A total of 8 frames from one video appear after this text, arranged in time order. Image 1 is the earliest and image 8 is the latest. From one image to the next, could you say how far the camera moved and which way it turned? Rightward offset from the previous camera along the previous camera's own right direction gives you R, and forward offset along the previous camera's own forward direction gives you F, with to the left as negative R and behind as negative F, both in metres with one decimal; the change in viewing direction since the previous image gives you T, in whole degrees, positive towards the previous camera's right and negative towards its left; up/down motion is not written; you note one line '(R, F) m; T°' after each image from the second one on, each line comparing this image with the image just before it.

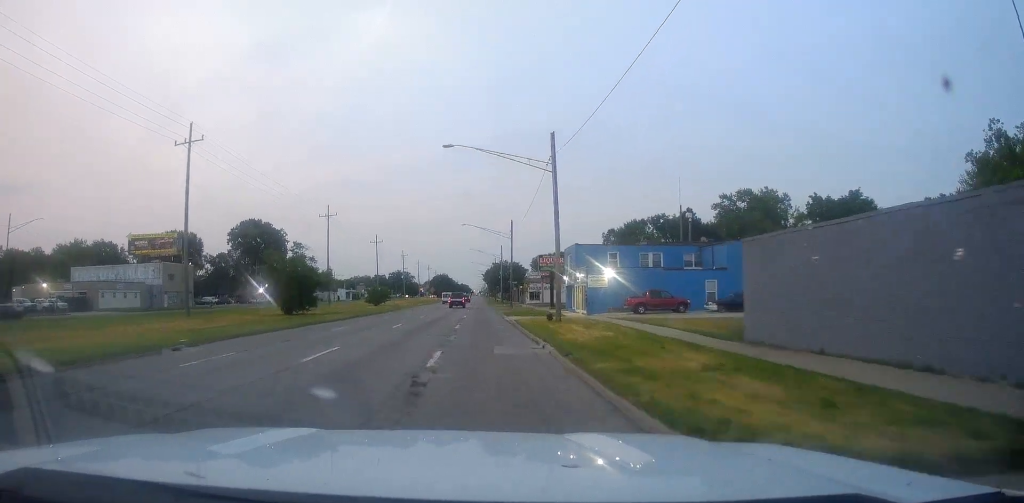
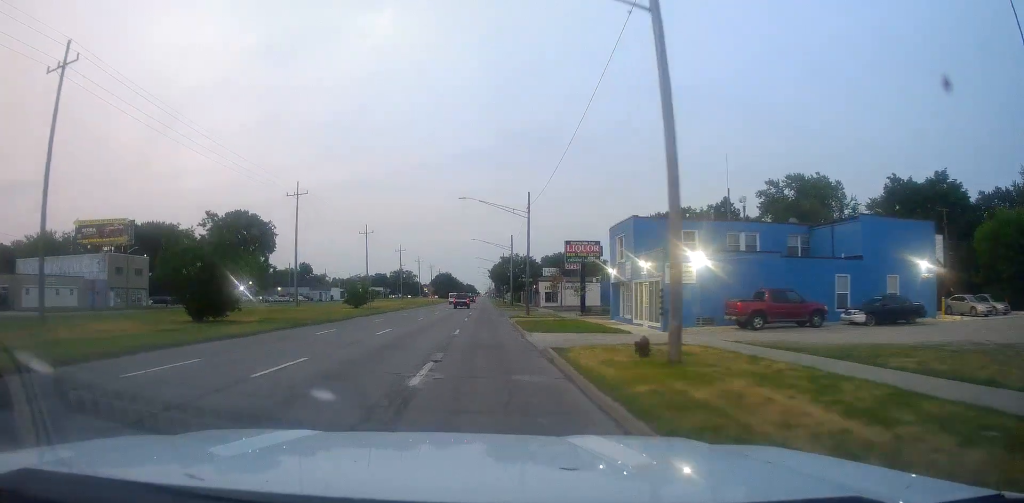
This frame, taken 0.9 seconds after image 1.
(-0.2, +18.7) m; -1°
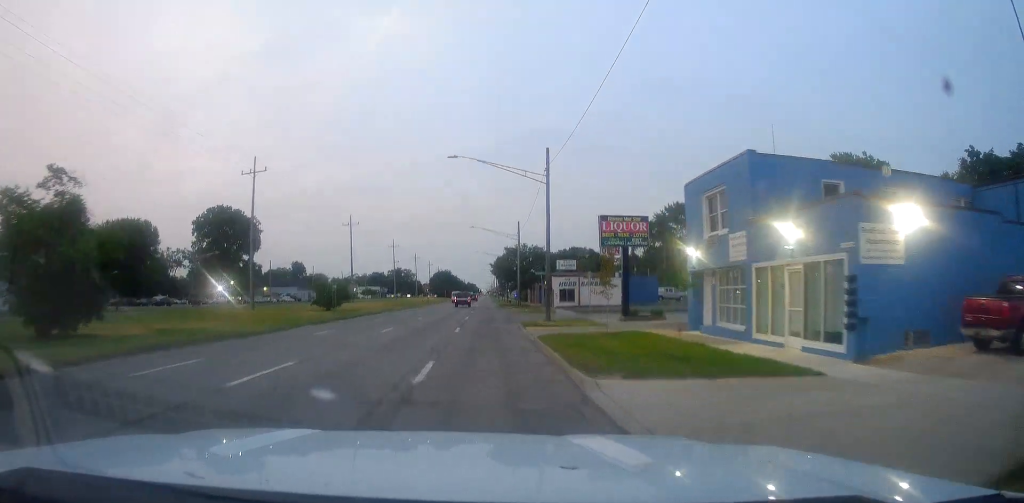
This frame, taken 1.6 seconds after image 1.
(-0.3, +15.1) m; 0°
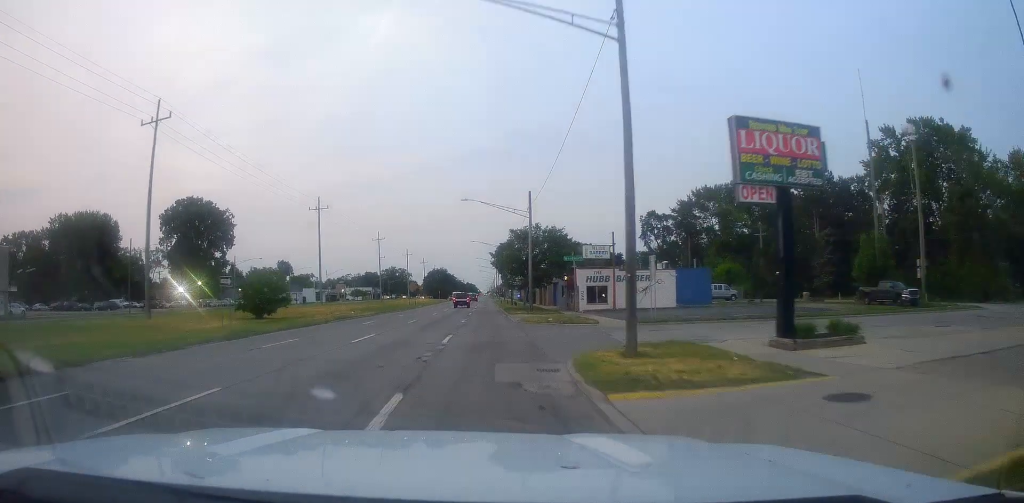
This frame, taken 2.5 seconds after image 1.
(+0.4, +20.2) m; 0°
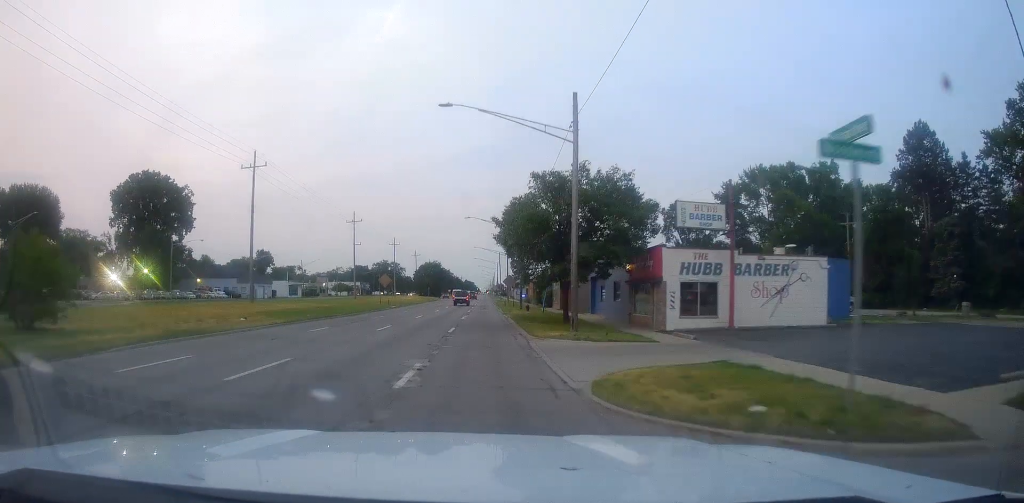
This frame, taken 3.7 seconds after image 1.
(-0.3, +25.8) m; 0°
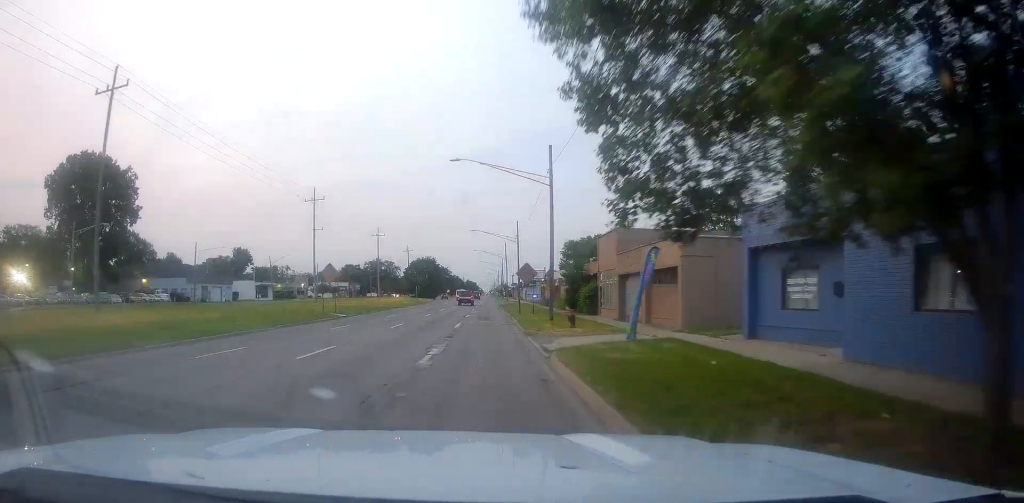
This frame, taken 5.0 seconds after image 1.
(+0.2, +26.9) m; -1°
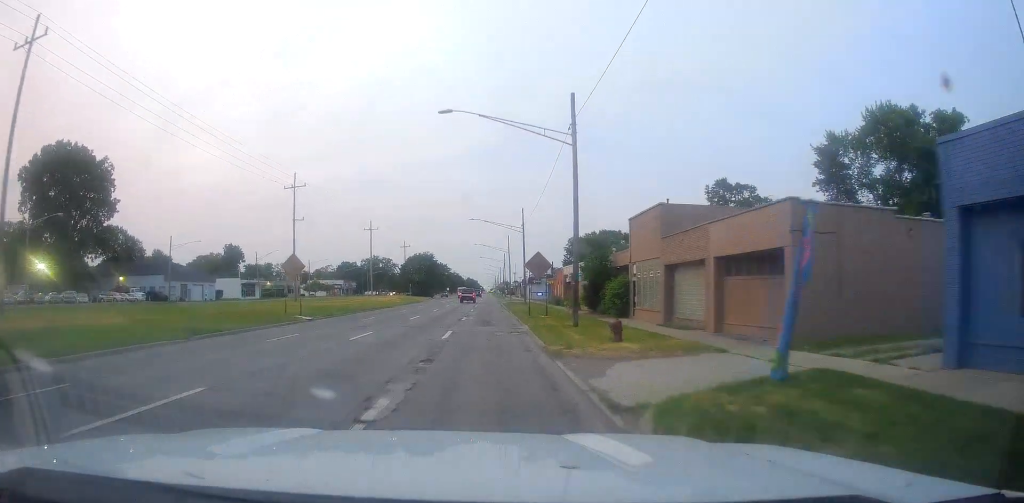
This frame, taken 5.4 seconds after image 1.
(-0.2, +9.2) m; -1°
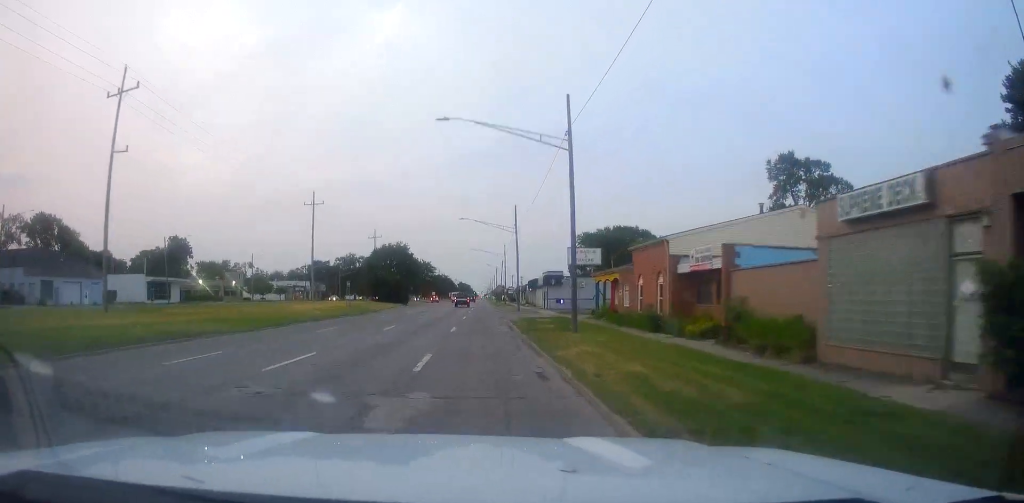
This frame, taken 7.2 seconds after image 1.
(-0.1, +38.1) m; 0°
